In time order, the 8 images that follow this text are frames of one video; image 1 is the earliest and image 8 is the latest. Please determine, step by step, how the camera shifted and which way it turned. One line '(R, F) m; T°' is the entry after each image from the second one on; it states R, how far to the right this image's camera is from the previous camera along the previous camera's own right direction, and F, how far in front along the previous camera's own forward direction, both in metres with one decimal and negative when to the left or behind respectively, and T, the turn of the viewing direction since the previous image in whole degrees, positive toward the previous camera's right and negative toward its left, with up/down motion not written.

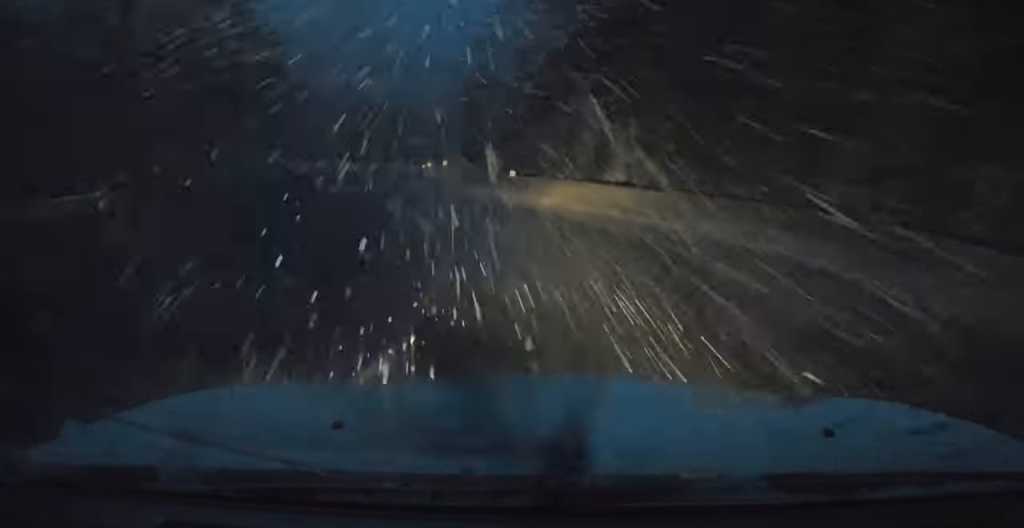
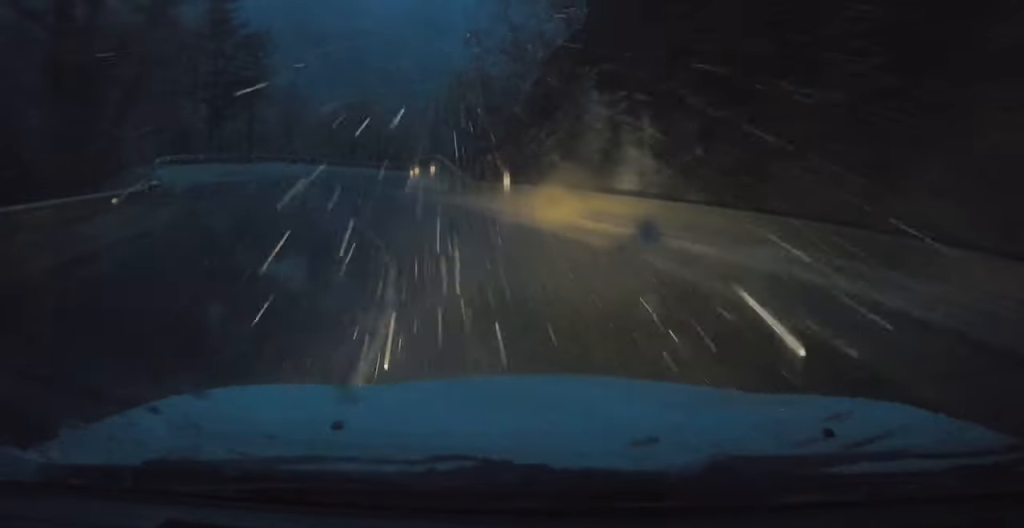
(-0.3, +3.9) m; -2°
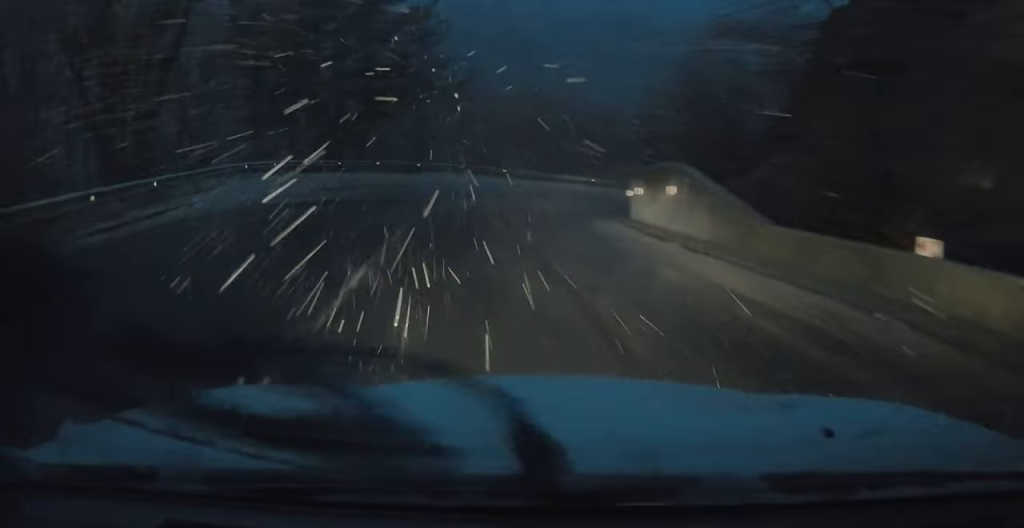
(-1.4, +16.2) m; -9°
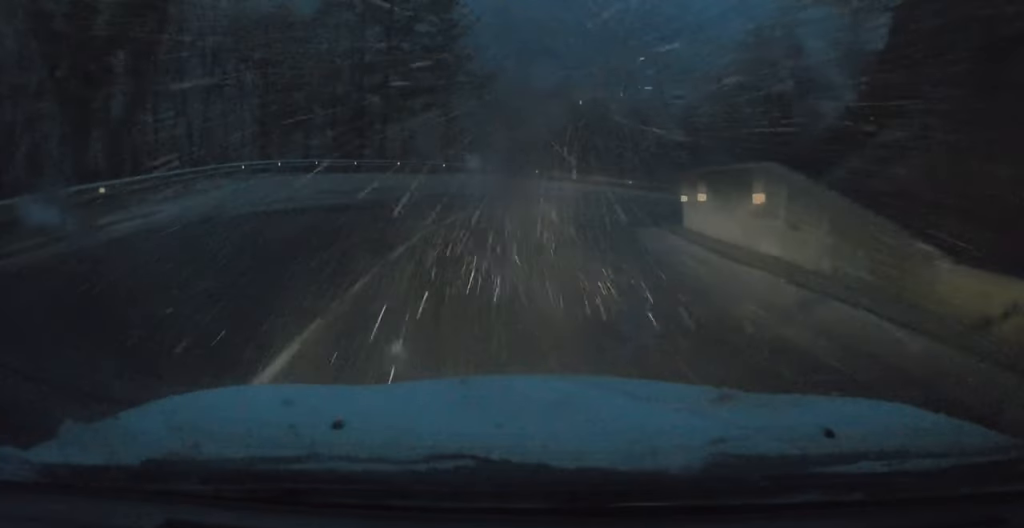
(-0.1, +4.0) m; 0°
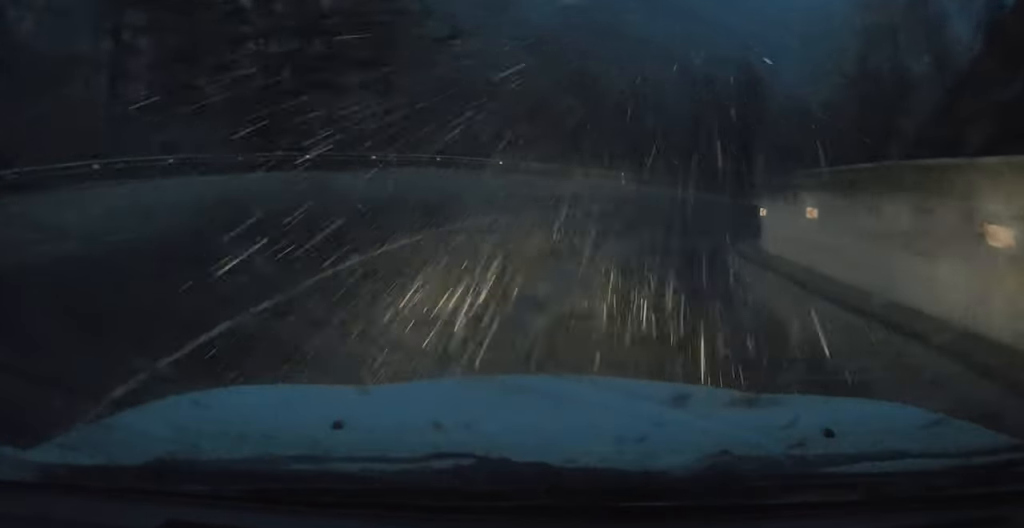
(+0.9, +12.3) m; +10°
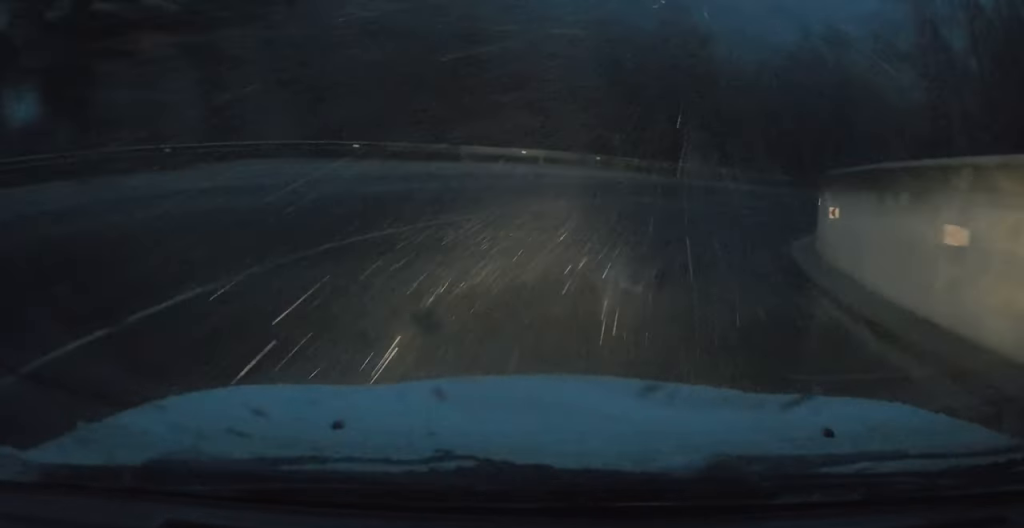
(+0.8, +10.4) m; +16°
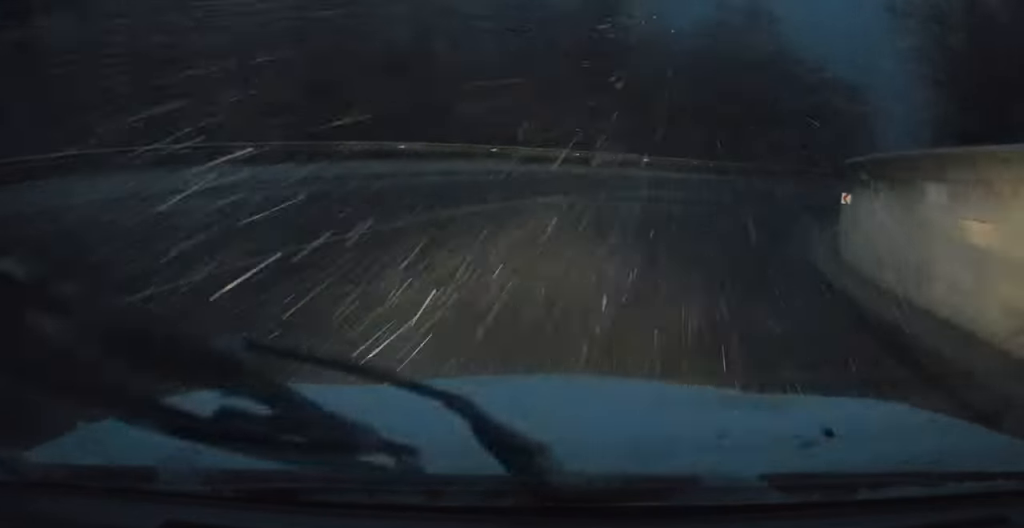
(+1.1, +6.2) m; +12°
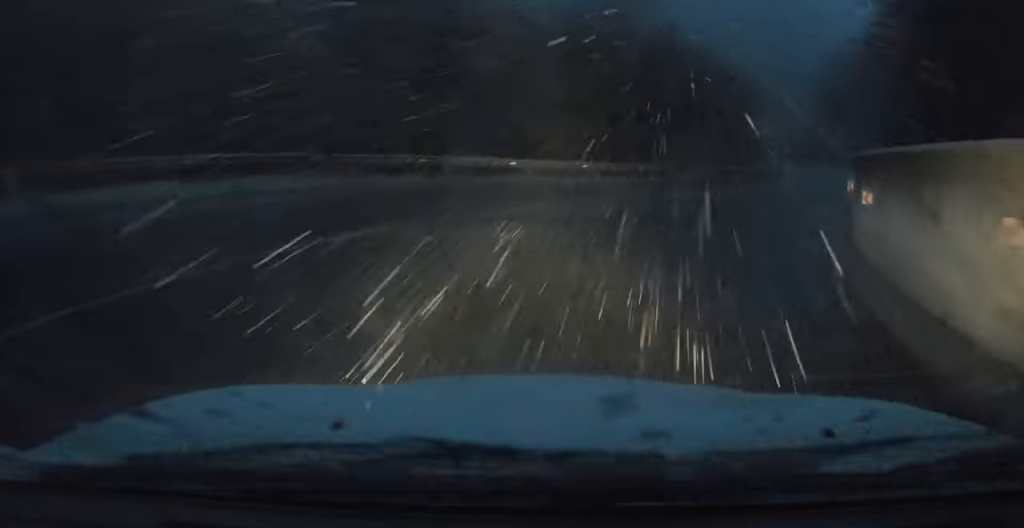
(+0.8, +7.1) m; +8°
